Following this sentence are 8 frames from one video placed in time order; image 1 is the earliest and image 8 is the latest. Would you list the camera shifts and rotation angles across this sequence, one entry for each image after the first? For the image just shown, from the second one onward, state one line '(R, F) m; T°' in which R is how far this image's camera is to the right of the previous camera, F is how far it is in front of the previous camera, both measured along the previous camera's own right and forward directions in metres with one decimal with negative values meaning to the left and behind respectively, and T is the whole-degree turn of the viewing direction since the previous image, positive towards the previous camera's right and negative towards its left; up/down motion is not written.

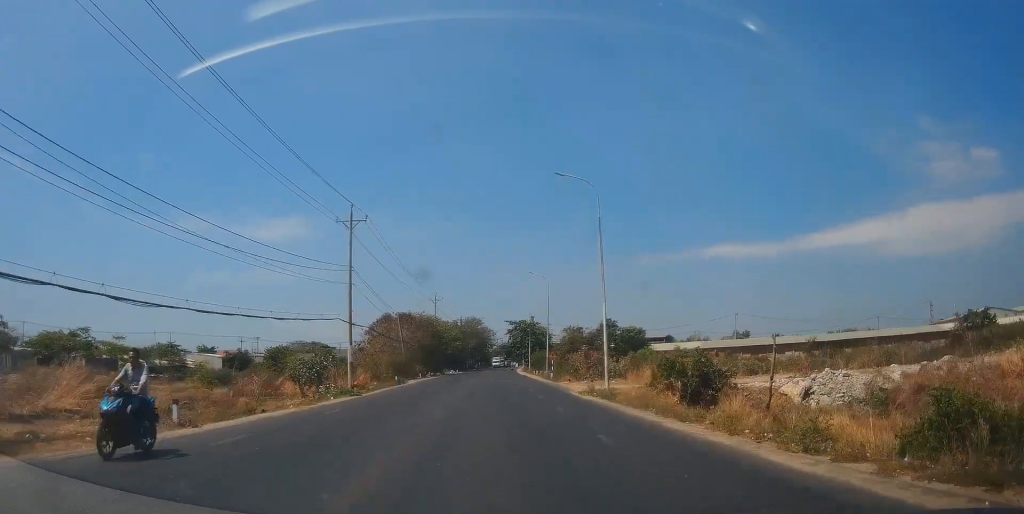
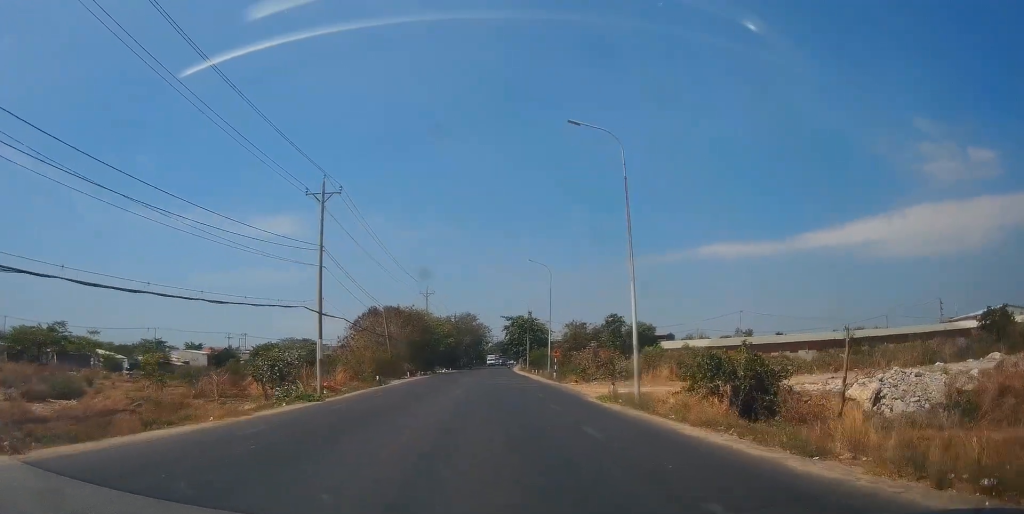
(+0.2, +6.9) m; 0°
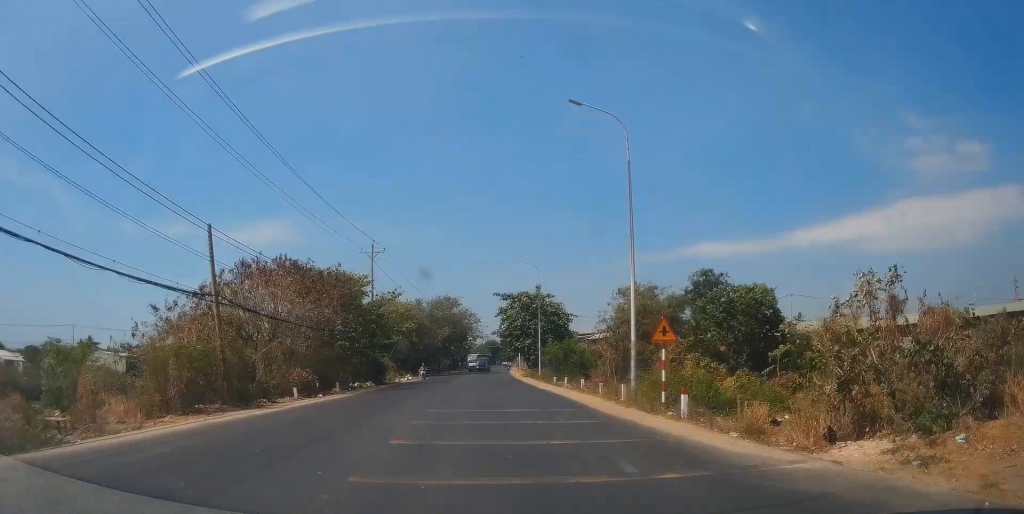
(-0.1, +37.6) m; 0°
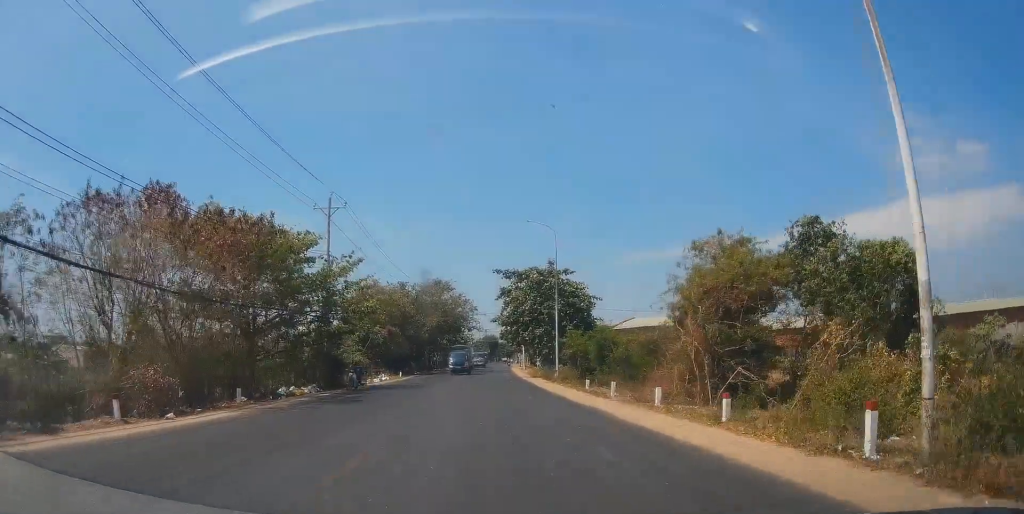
(+0.2, +16.0) m; +2°
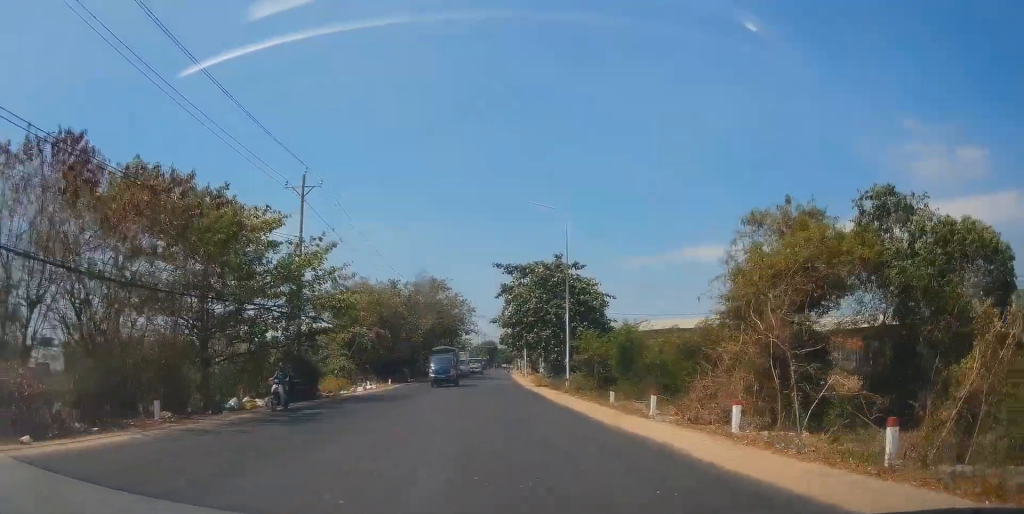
(0.0, +6.3) m; 0°
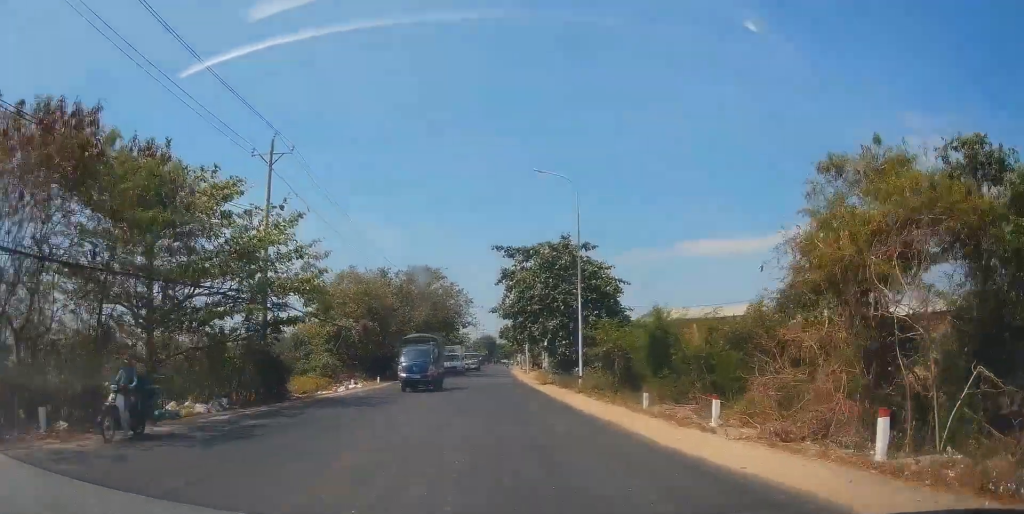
(0.0, +5.5) m; 0°
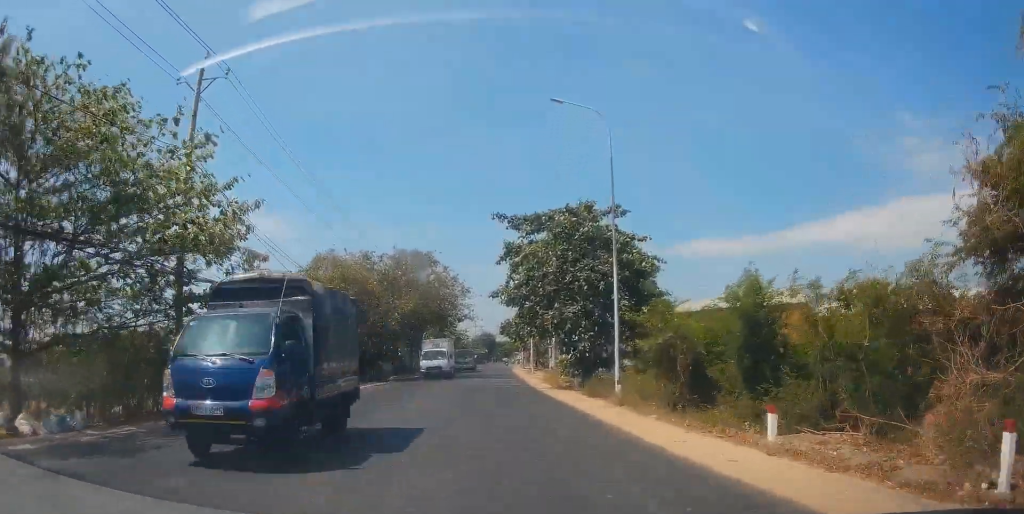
(0.0, +8.8) m; 0°
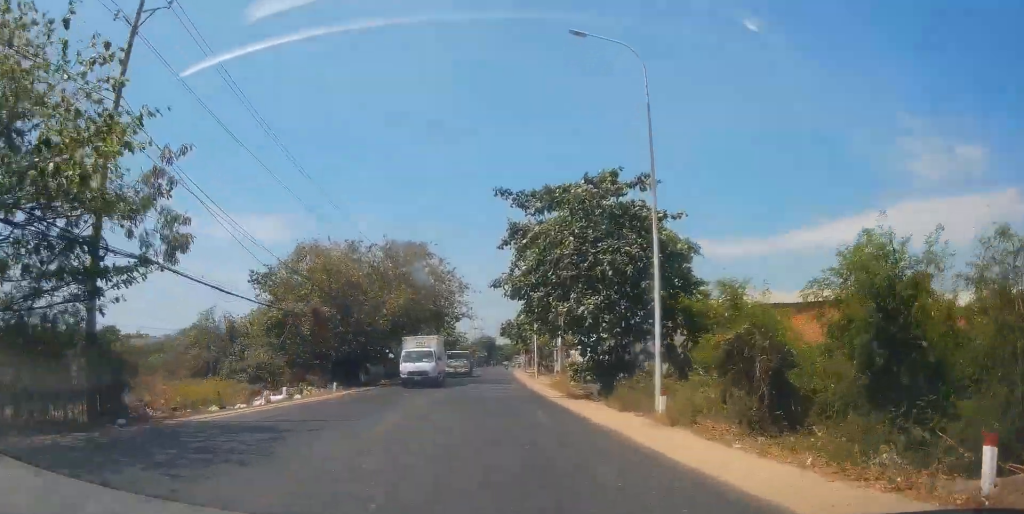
(0.0, +5.3) m; 0°
